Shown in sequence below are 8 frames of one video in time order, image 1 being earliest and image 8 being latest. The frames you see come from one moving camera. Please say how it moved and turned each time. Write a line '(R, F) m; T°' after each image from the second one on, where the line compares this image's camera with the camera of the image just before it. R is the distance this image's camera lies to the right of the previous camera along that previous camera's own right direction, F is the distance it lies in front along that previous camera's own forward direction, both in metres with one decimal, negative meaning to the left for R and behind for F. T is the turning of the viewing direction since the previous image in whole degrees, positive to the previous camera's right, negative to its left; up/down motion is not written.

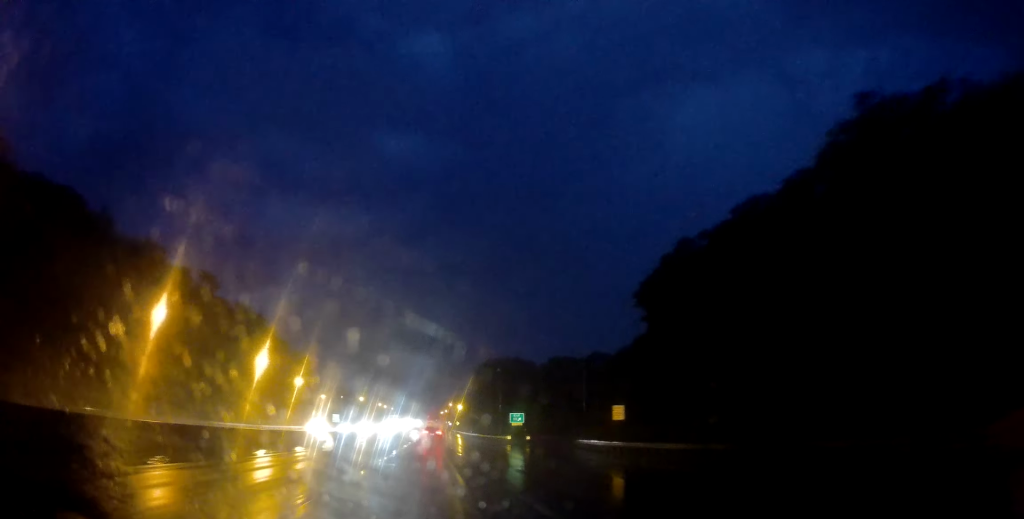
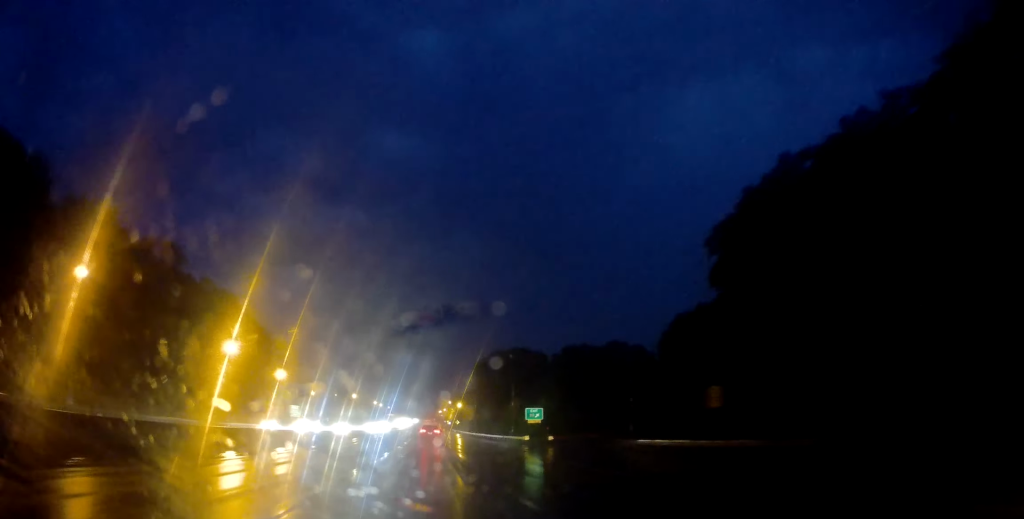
(0.0, +17.3) m; 0°
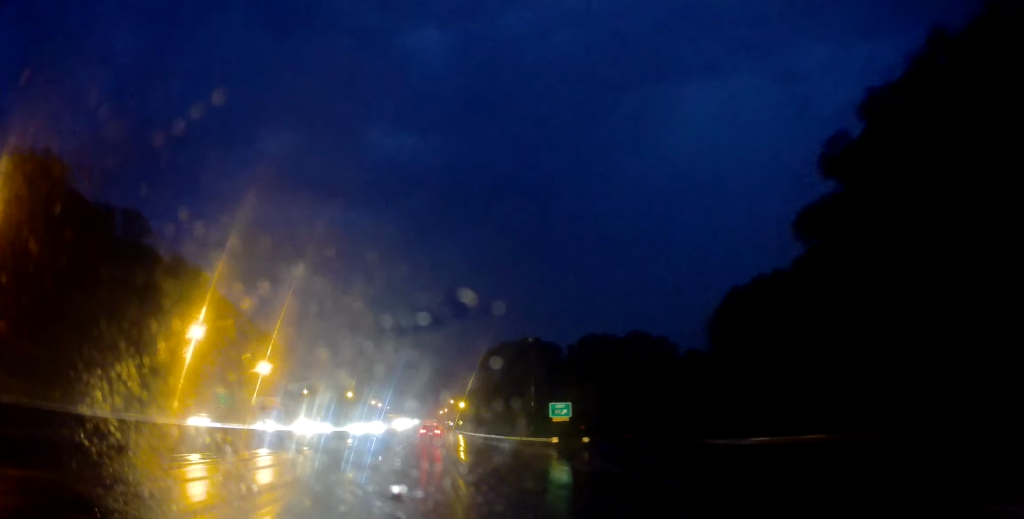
(0.0, +15.4) m; 0°
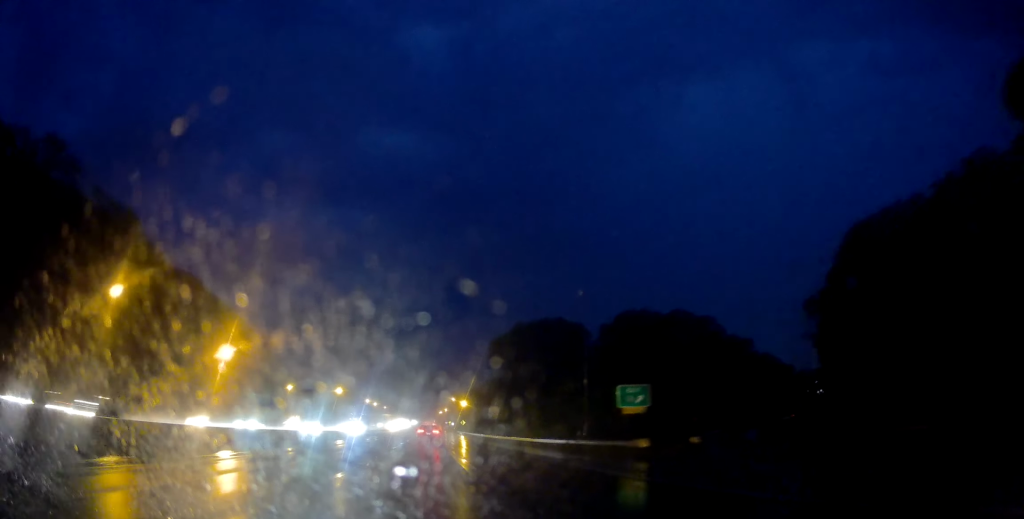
(-0.1, +23.7) m; -1°
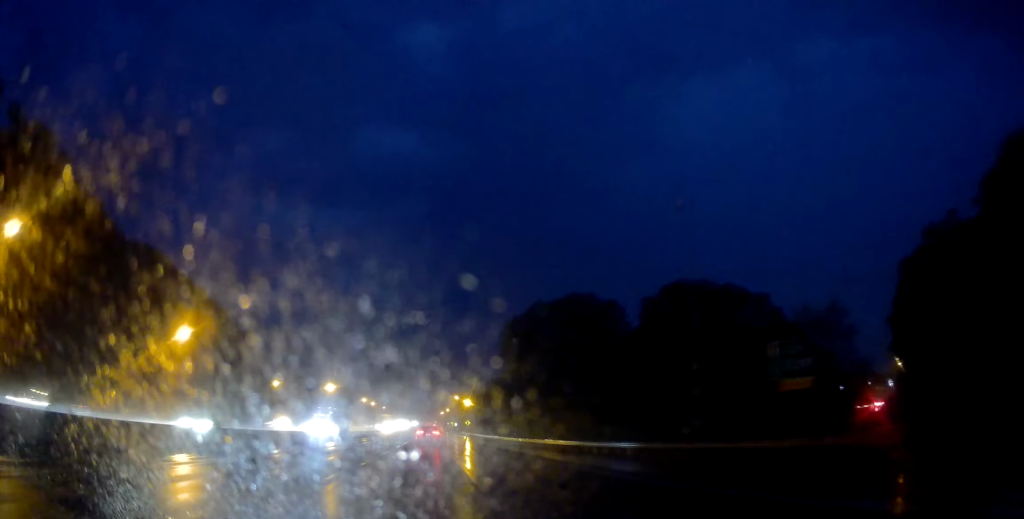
(-0.2, +19.7) m; 0°
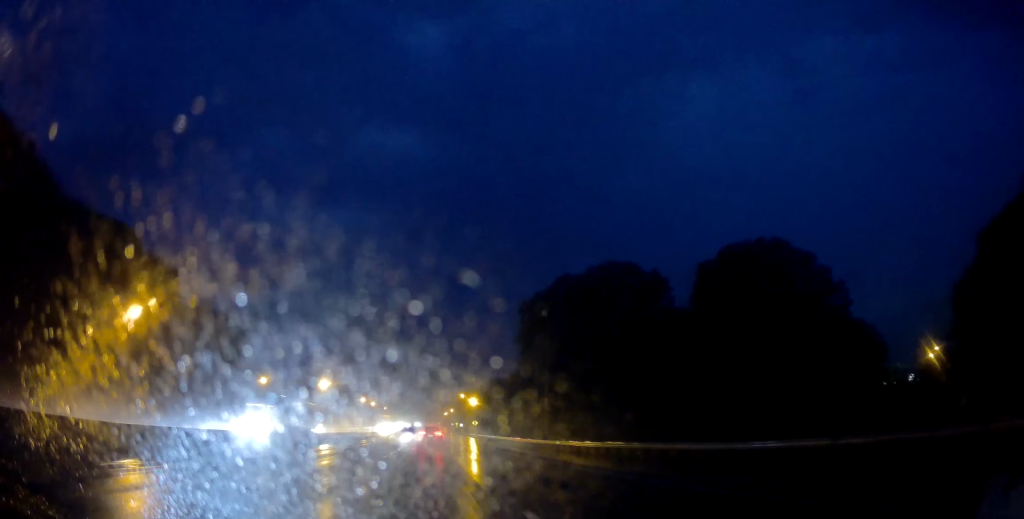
(0.0, +16.5) m; 0°
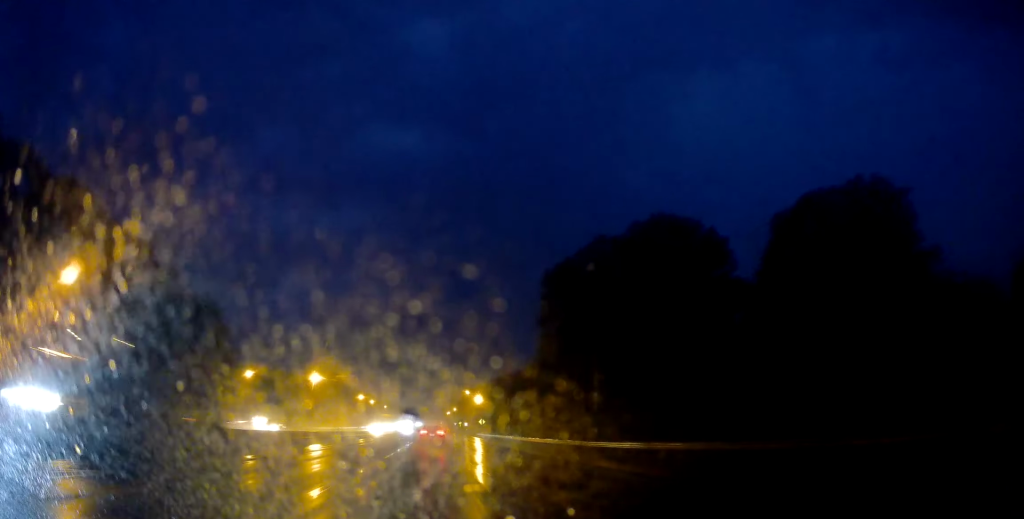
(0.0, +16.5) m; 0°
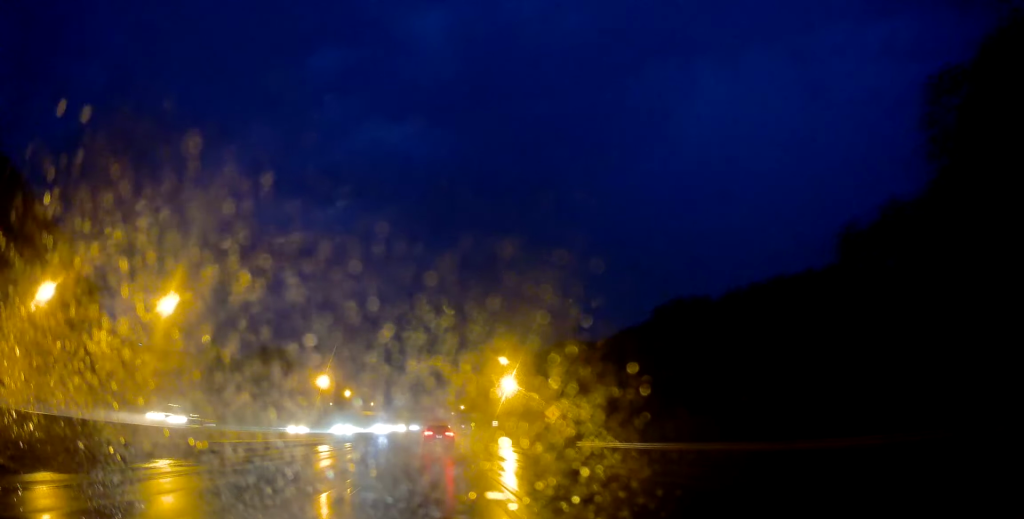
(-1.1, +83.6) m; 0°
